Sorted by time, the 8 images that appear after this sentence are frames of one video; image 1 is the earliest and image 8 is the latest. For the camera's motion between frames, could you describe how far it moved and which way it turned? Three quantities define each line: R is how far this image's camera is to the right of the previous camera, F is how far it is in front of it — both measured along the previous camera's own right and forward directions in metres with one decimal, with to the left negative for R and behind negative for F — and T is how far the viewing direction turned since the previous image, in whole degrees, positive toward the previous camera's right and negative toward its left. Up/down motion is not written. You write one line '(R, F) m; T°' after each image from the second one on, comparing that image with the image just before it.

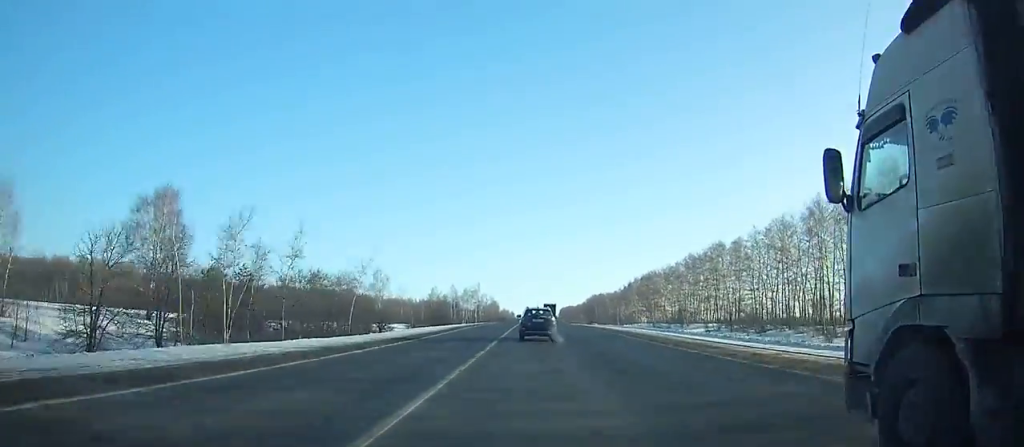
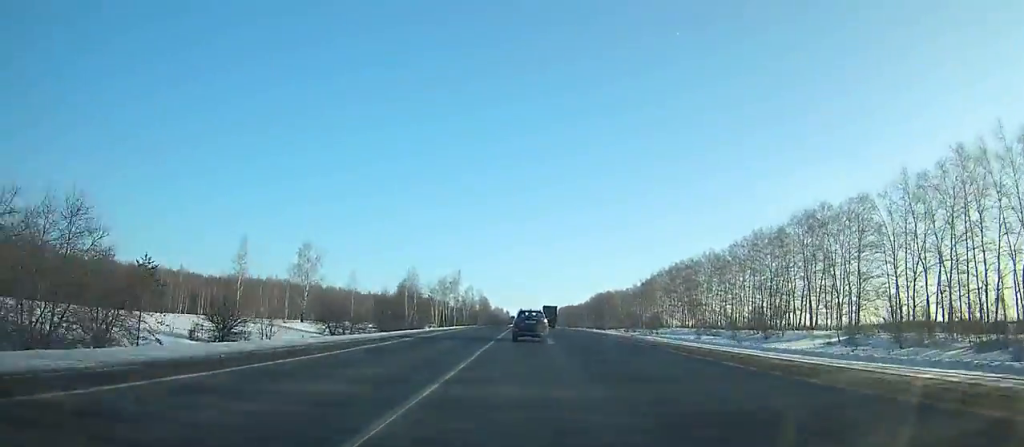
(0.0, +53.8) m; 0°
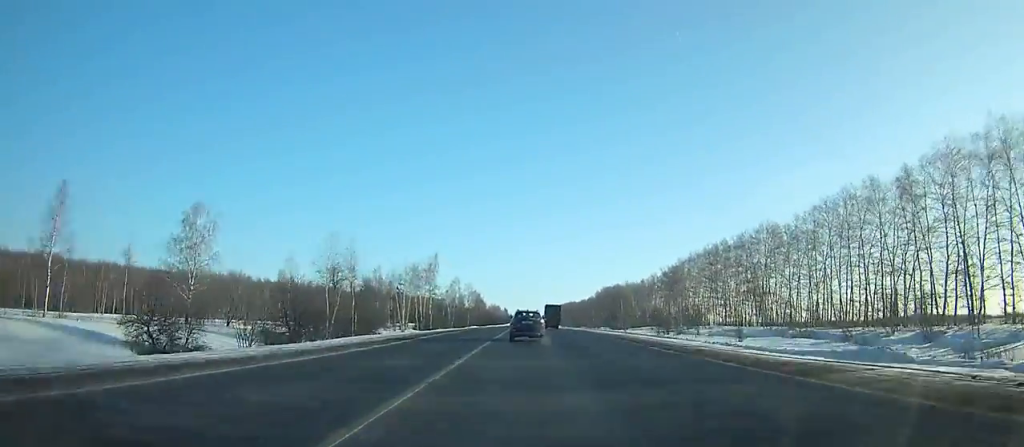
(+0.1, +40.5) m; 0°
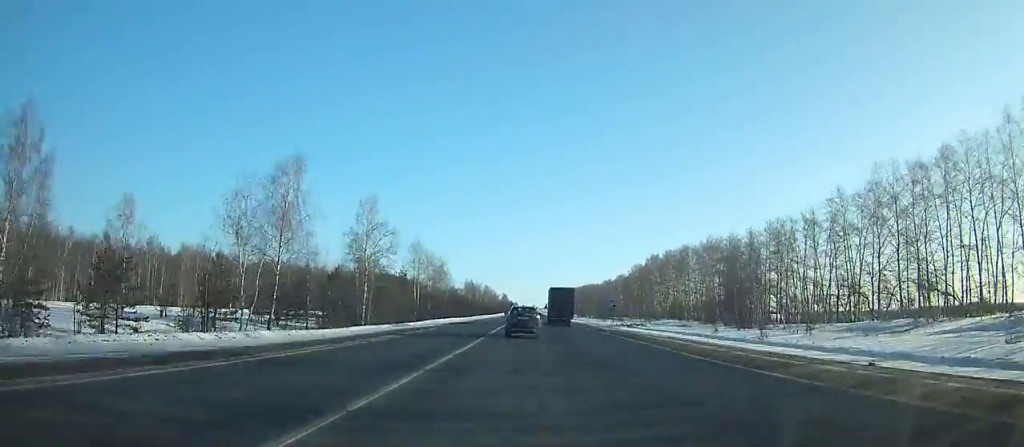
(-0.1, +131.6) m; 0°
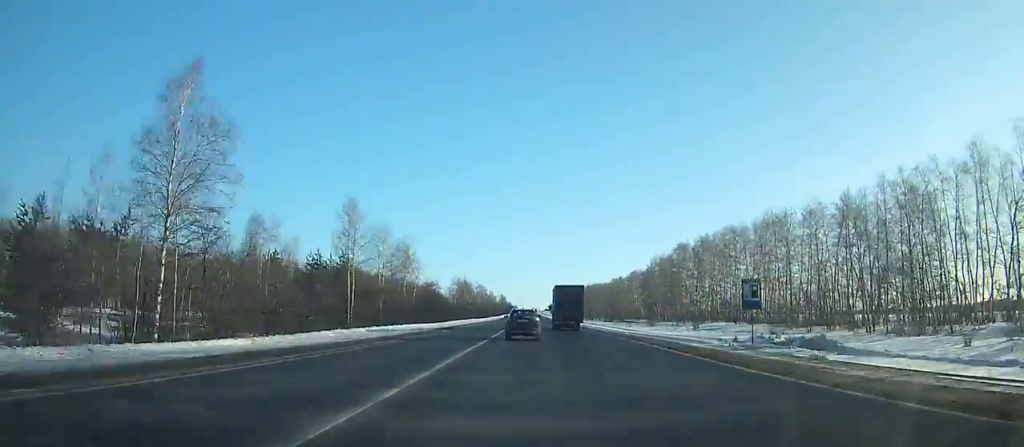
(-0.1, +42.5) m; 0°
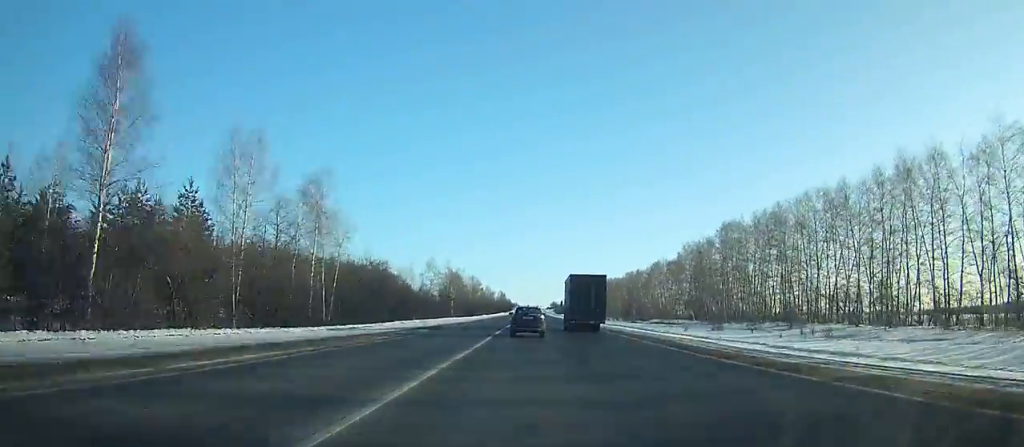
(0.0, +44.9) m; 0°
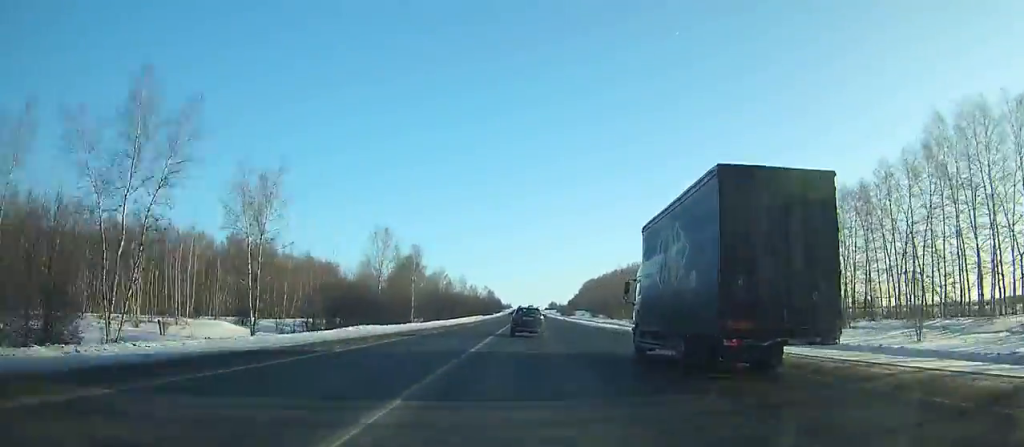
(+0.3, +119.9) m; 0°
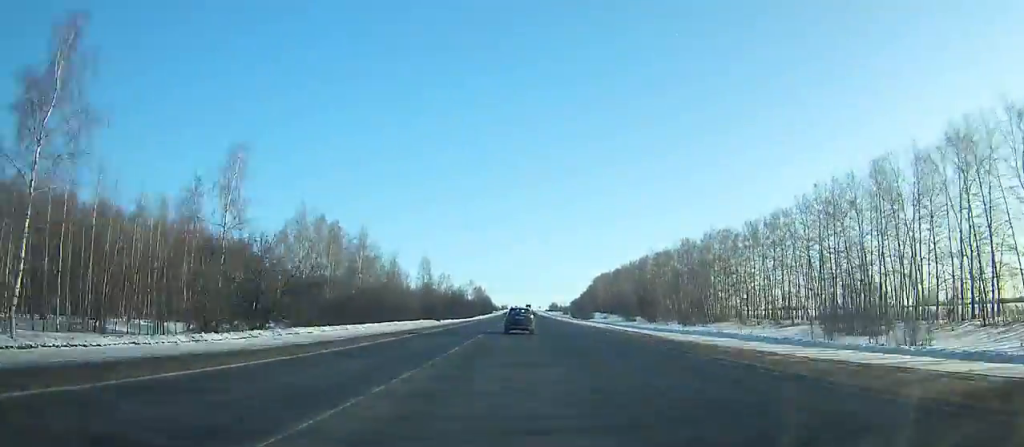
(0.0, +87.2) m; 0°
